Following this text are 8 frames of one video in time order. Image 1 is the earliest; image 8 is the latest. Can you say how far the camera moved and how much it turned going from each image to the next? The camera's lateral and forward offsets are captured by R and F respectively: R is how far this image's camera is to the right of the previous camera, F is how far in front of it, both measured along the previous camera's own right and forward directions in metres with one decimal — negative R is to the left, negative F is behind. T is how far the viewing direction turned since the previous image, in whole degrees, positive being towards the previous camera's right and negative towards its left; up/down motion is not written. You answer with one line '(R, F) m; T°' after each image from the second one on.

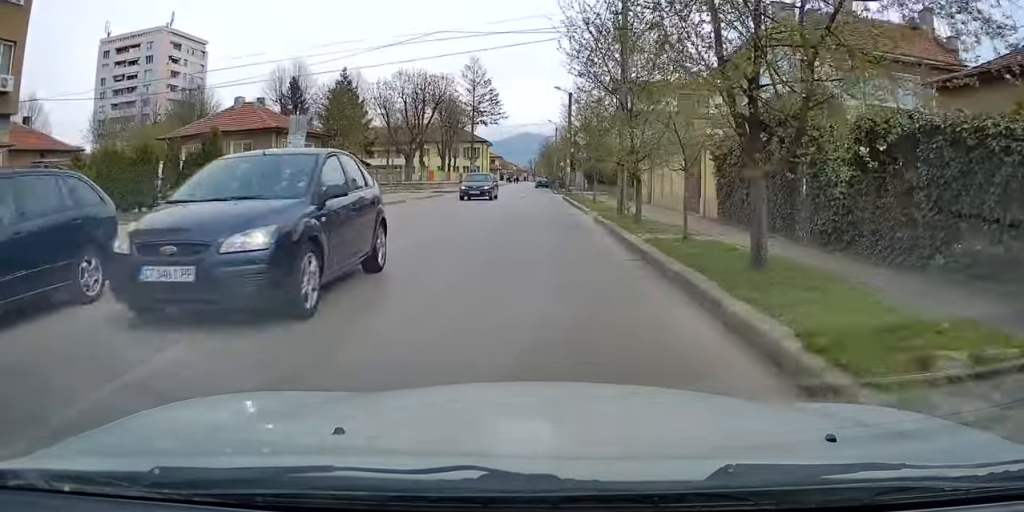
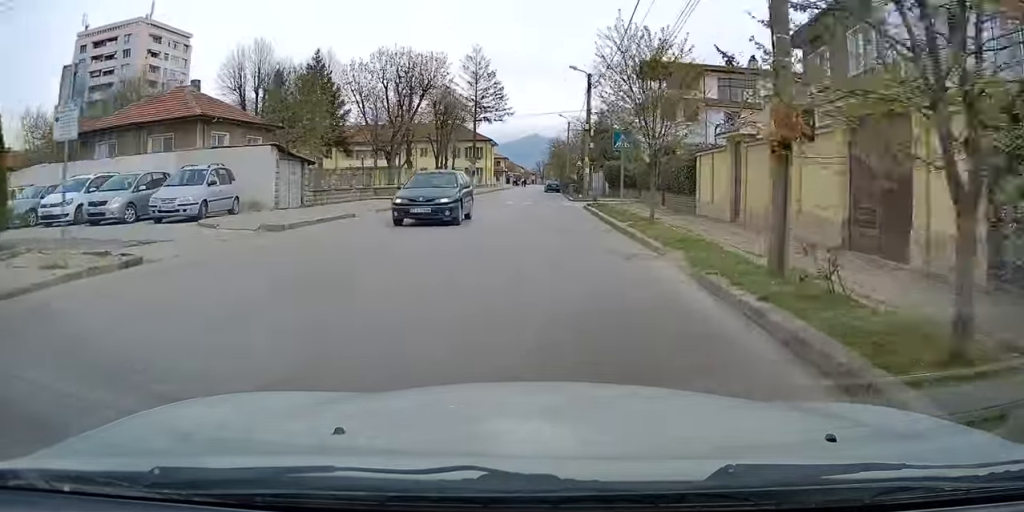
(0.0, +10.9) m; -2°
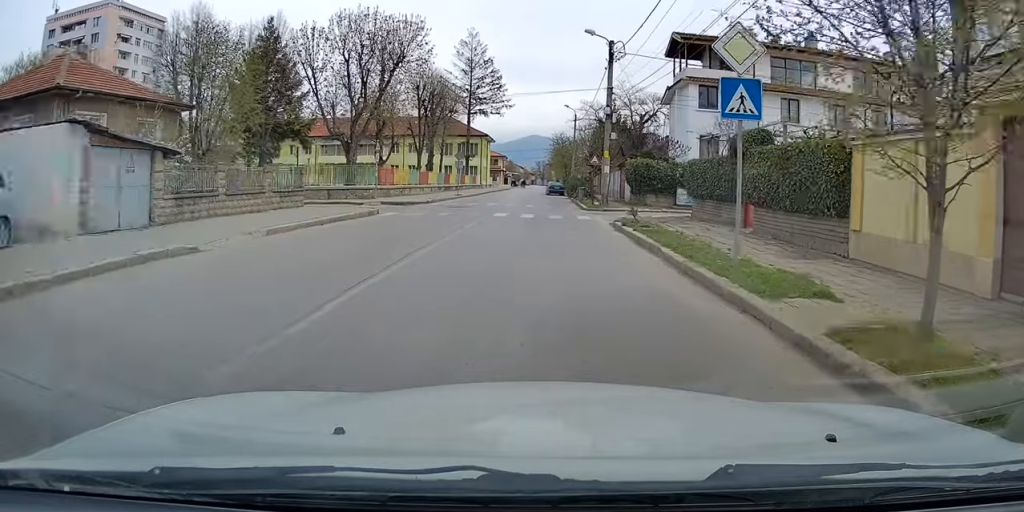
(-0.3, +11.0) m; -1°
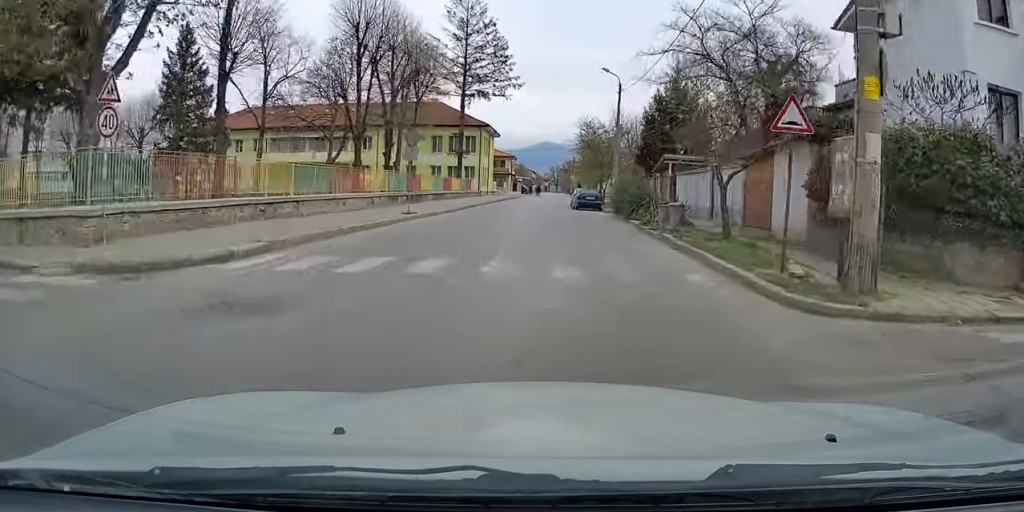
(-0.2, +24.6) m; 0°
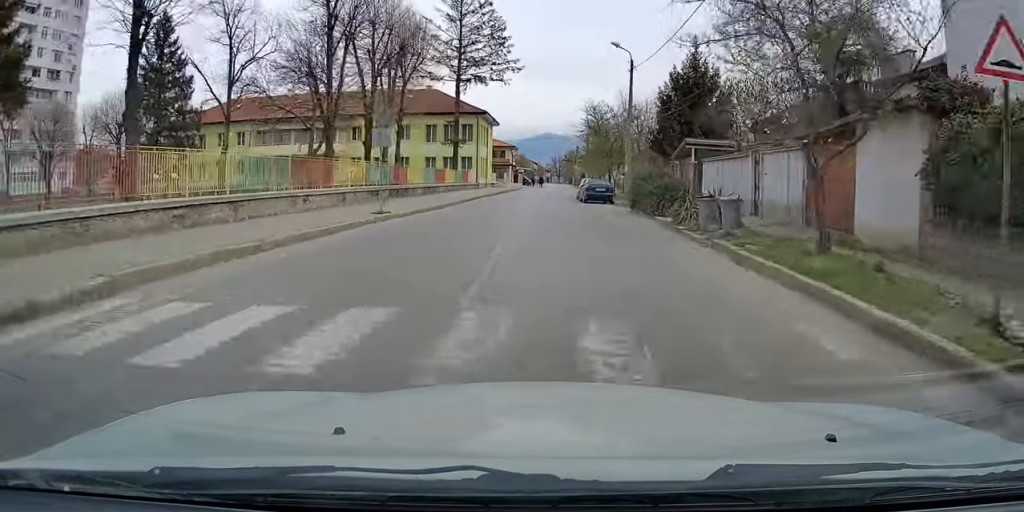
(+0.1, +5.0) m; 0°
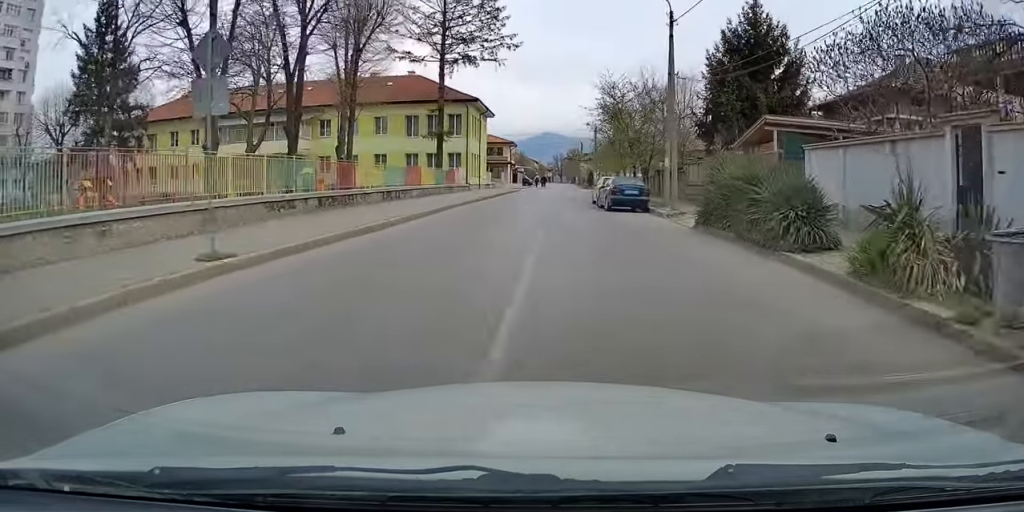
(-0.1, +11.1) m; -1°
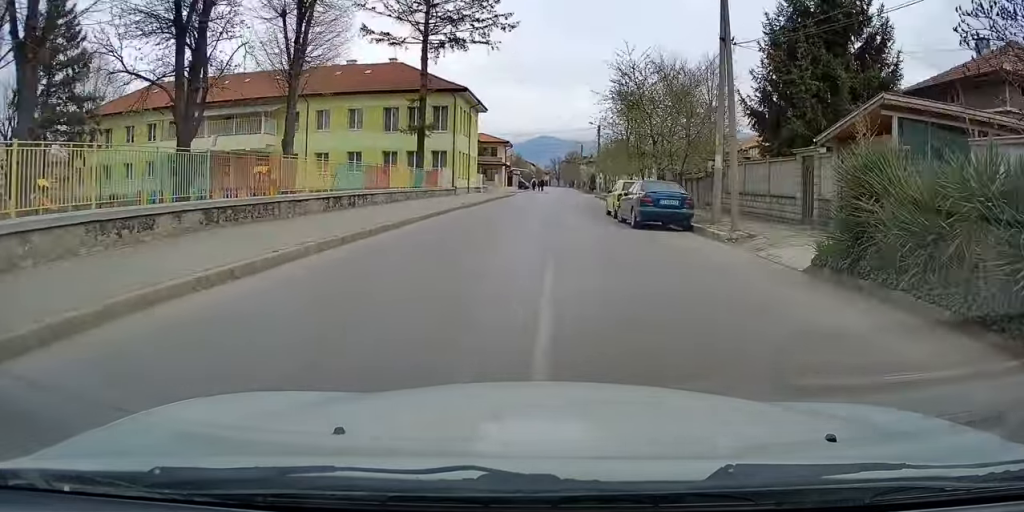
(0.0, +7.6) m; +1°
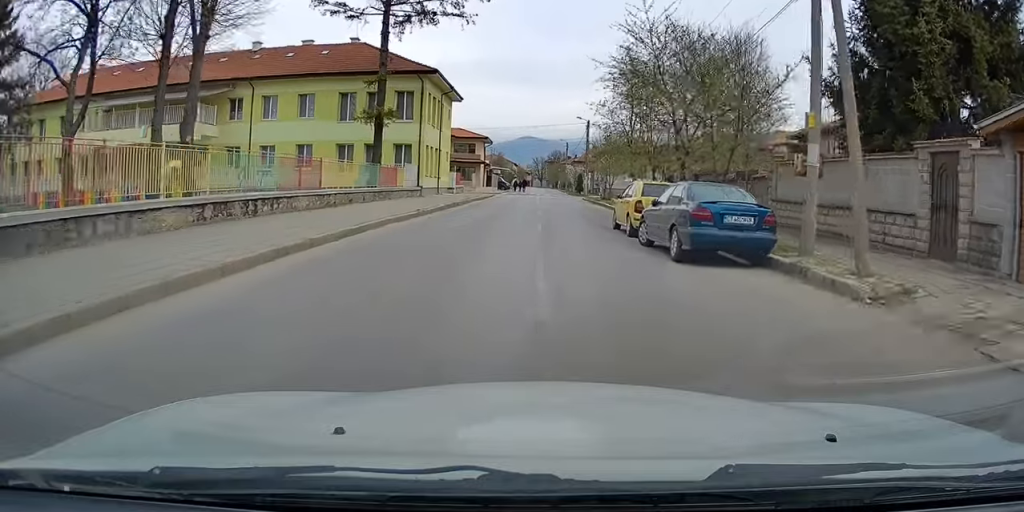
(+0.1, +7.8) m; +1°
